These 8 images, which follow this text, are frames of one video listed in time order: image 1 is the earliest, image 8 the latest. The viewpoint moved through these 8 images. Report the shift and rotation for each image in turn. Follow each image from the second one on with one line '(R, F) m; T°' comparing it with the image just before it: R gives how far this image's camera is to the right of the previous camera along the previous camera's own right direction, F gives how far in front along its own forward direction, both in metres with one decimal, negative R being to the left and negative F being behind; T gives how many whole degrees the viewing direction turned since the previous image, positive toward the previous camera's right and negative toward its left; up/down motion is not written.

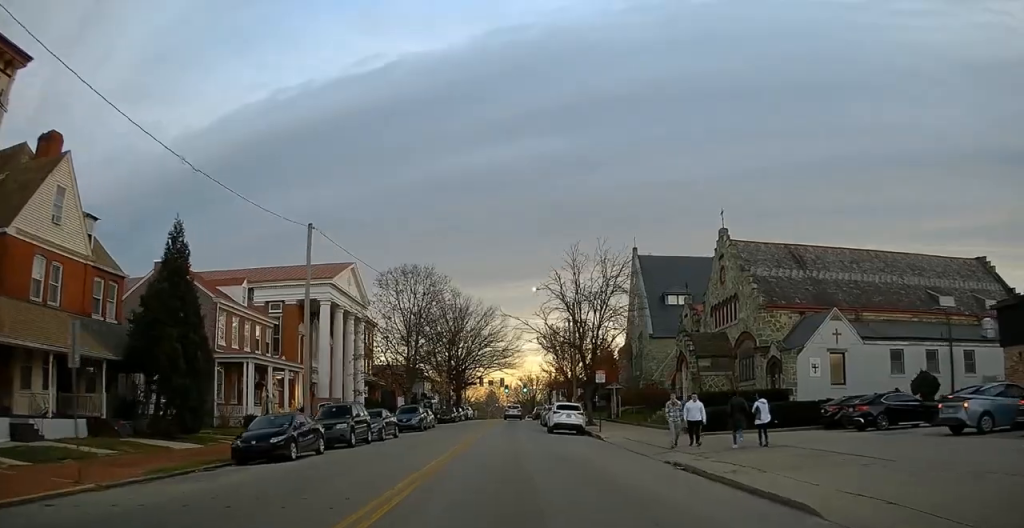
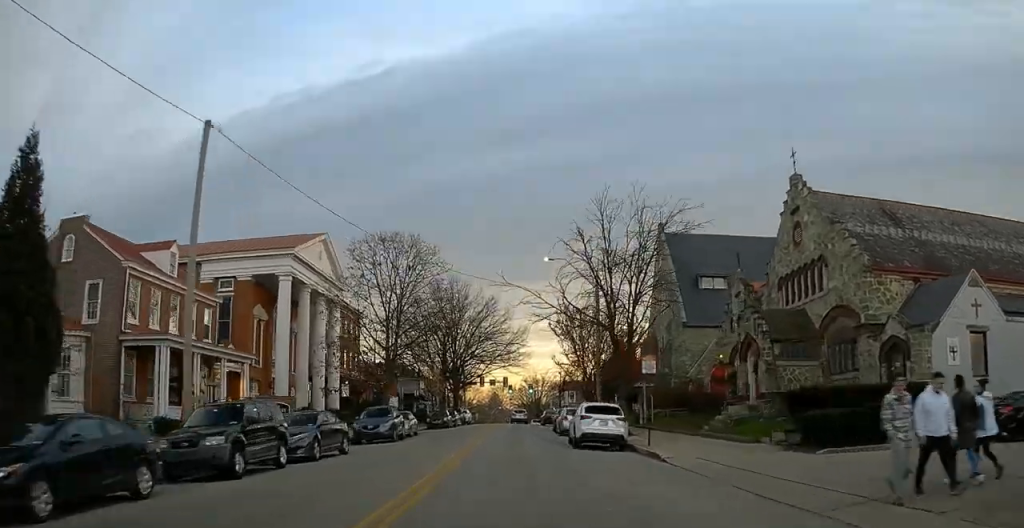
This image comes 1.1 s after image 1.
(0.0, +10.7) m; +1°
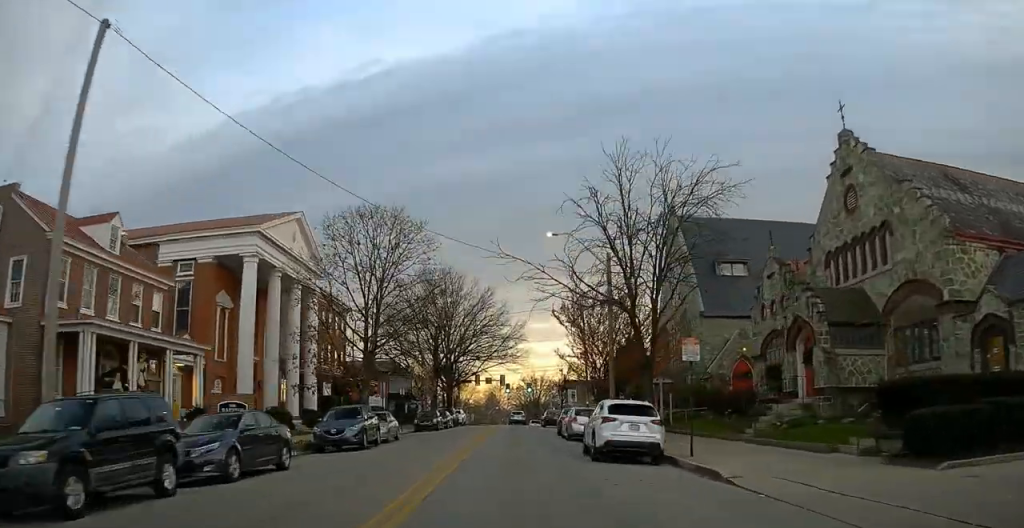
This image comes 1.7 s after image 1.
(0.0, +5.6) m; +1°
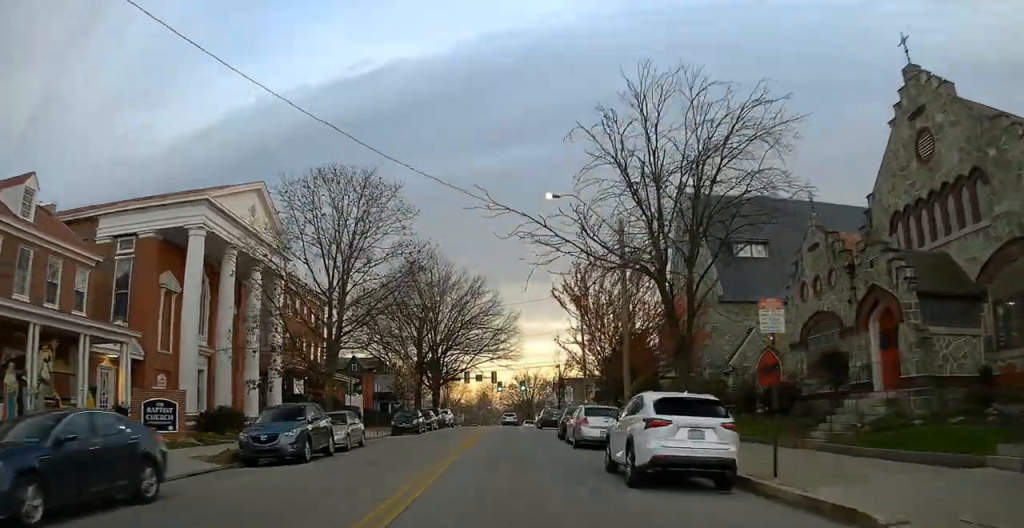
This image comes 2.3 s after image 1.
(0.0, +6.0) m; +1°
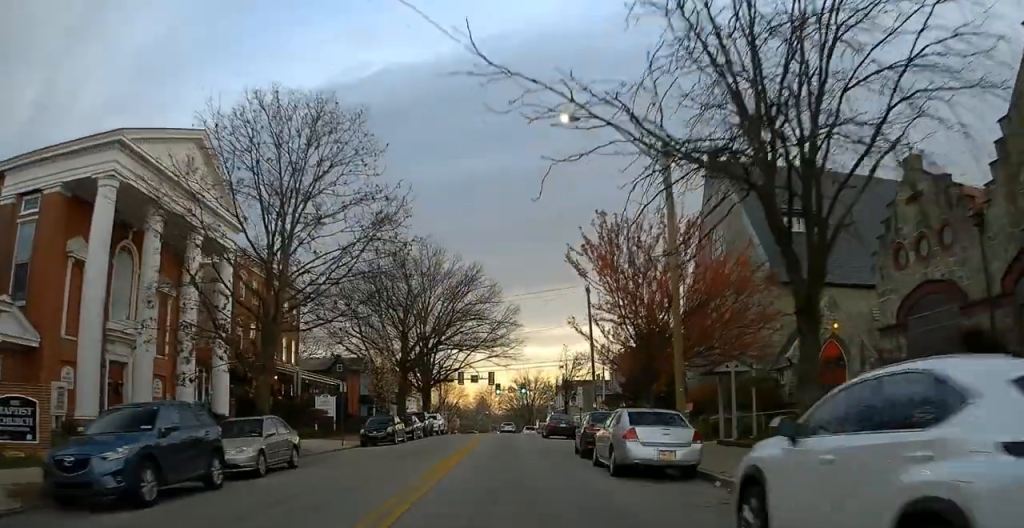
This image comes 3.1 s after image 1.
(+0.1, +8.1) m; +1°
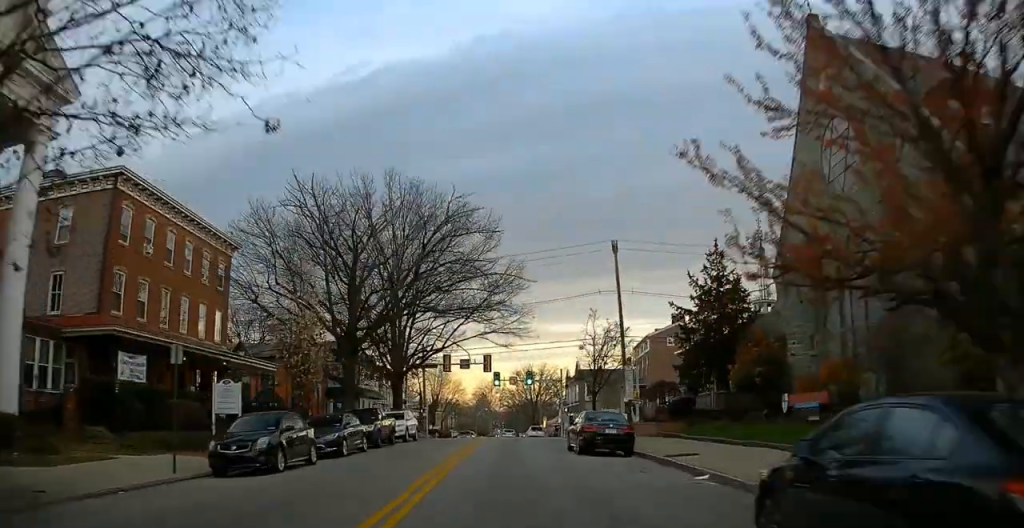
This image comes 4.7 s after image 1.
(0.0, +16.4) m; 0°
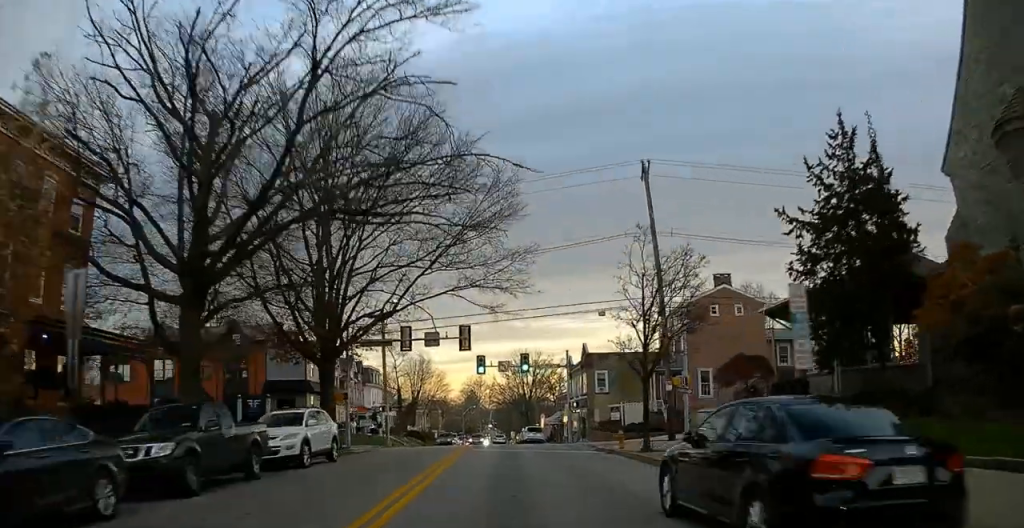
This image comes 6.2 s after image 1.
(+0.2, +15.8) m; 0°
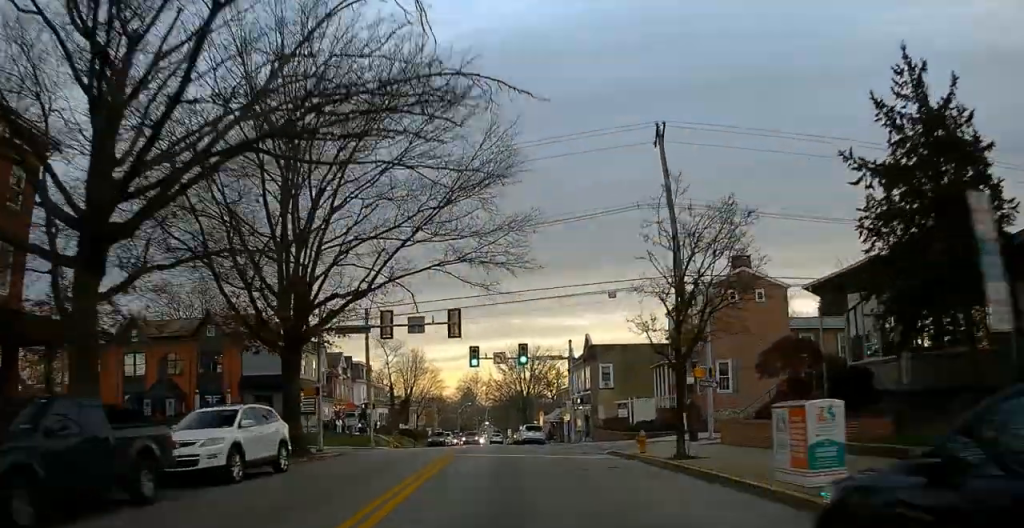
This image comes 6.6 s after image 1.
(-0.1, +4.6) m; 0°
